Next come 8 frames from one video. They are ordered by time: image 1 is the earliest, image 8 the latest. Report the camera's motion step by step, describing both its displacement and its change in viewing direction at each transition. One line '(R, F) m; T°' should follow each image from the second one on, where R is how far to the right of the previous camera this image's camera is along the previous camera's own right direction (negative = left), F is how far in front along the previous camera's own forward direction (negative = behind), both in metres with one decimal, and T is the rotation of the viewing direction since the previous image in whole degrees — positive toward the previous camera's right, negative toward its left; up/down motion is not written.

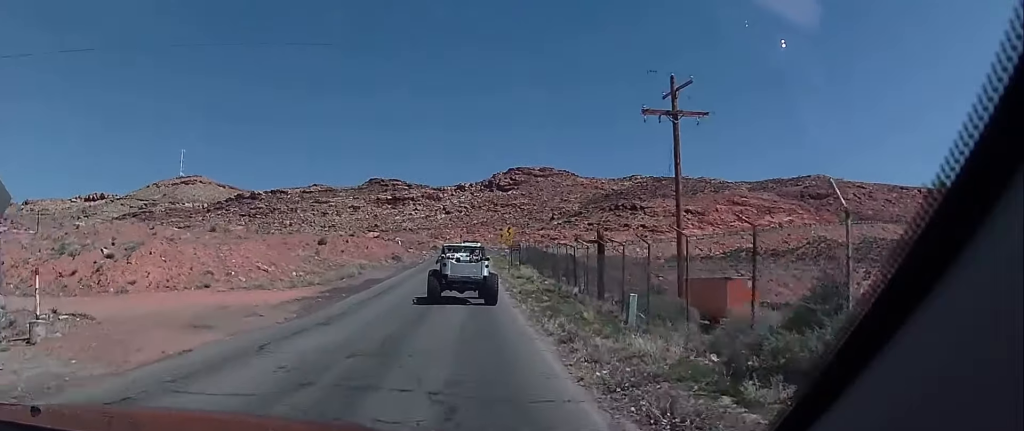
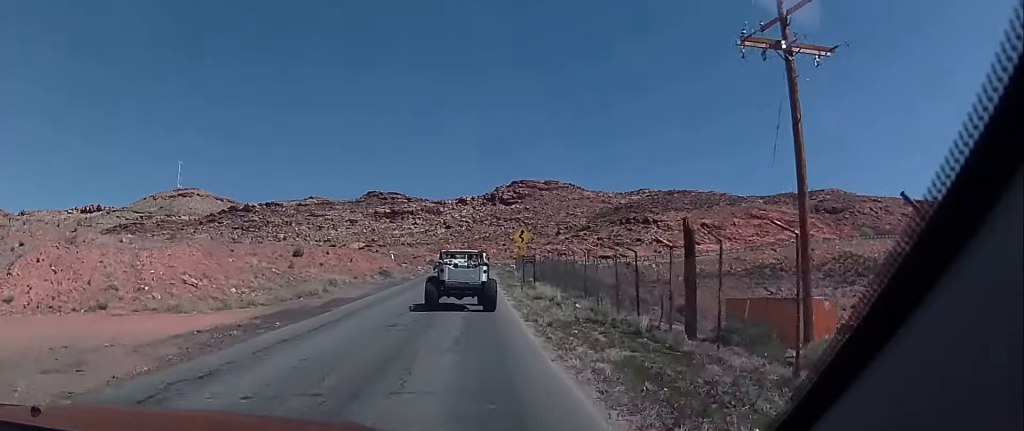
(+0.1, +11.2) m; +1°
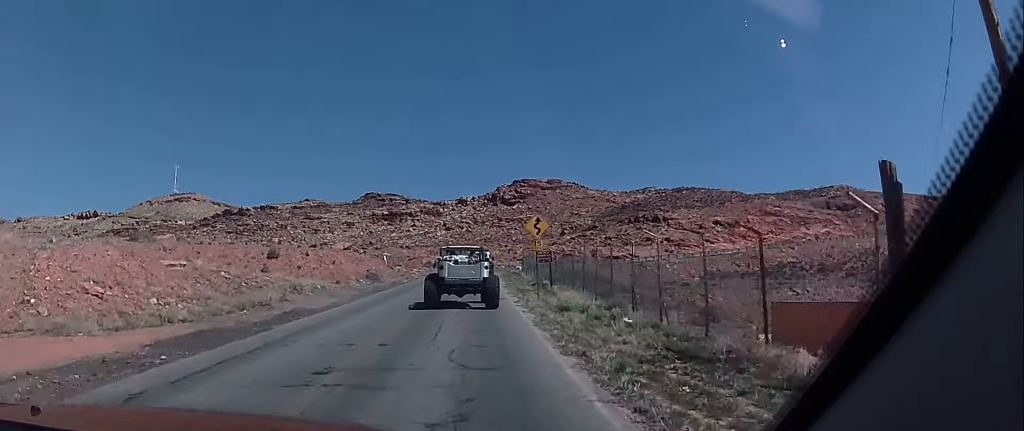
(0.0, +8.5) m; -1°
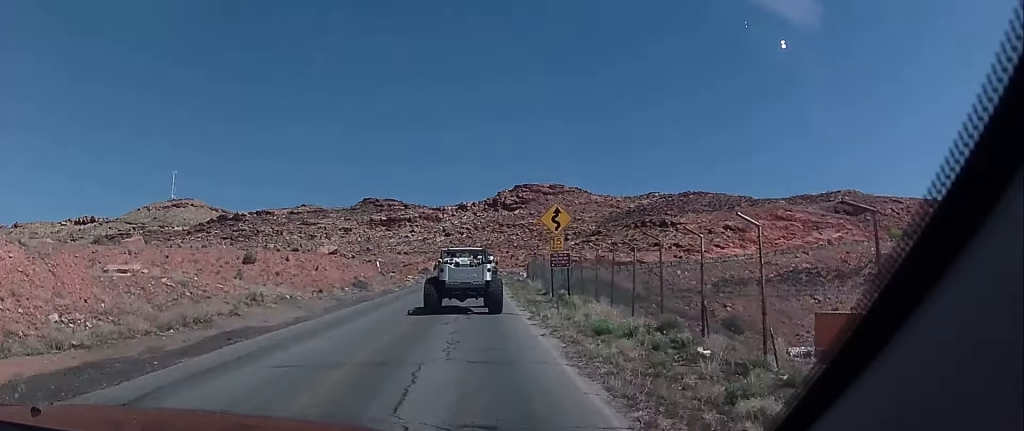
(0.0, +6.4) m; -1°
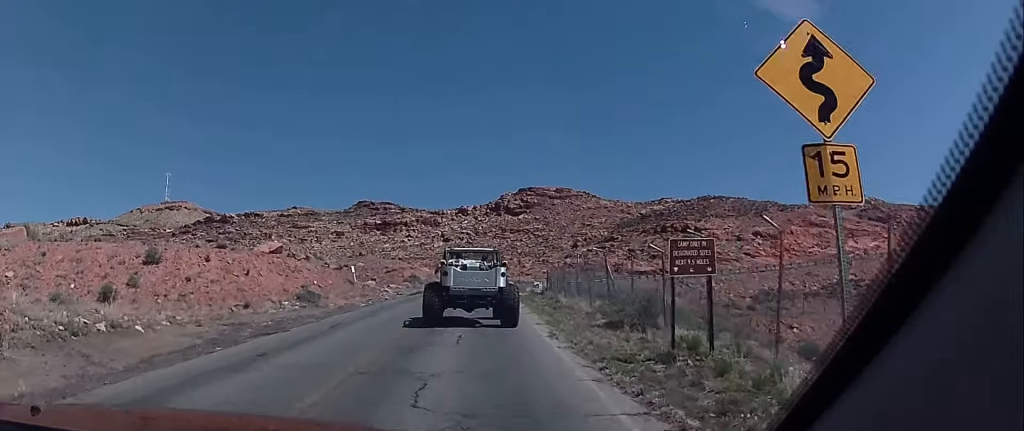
(-0.3, +16.7) m; +2°
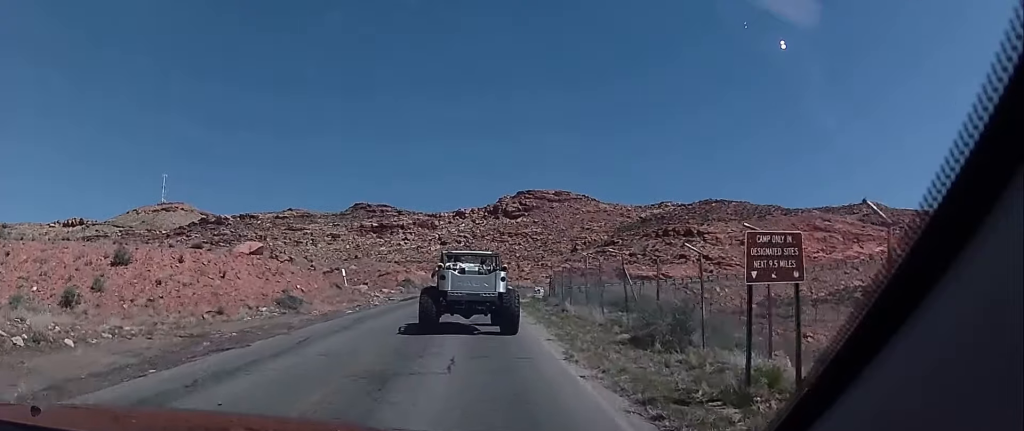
(+0.2, +3.2) m; 0°
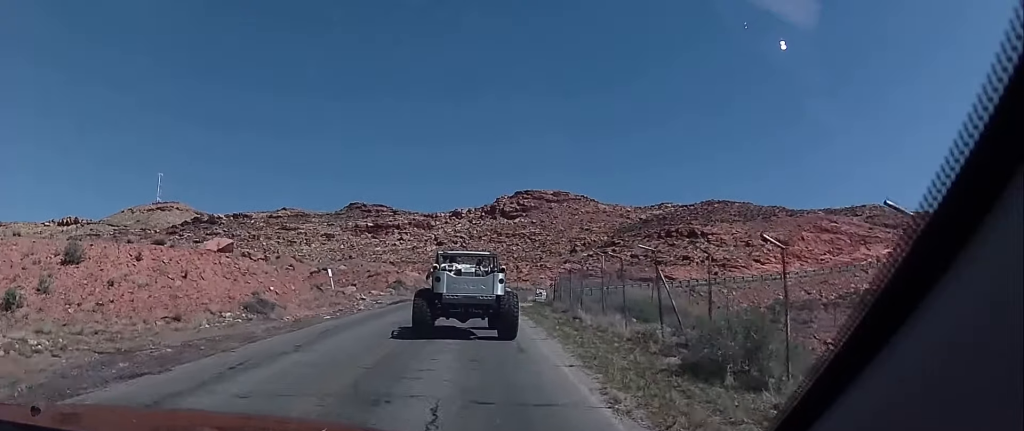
(+0.3, +4.5) m; -1°
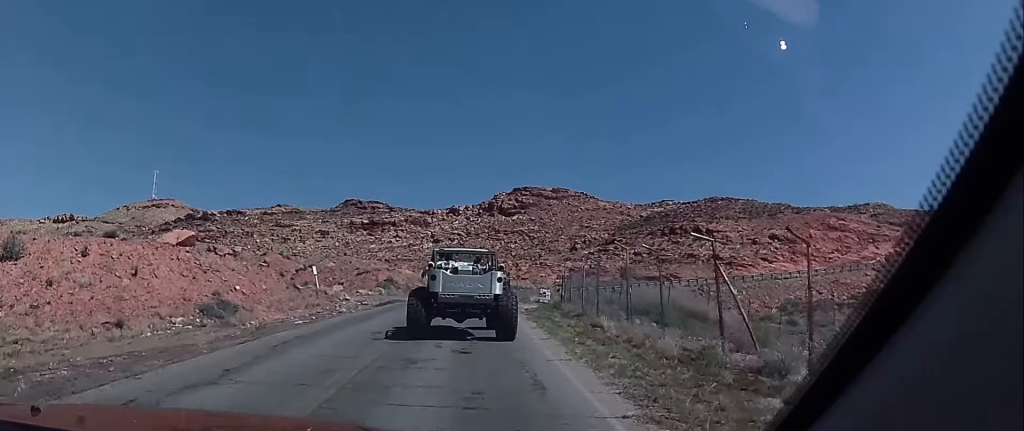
(-0.4, +4.6) m; -1°
